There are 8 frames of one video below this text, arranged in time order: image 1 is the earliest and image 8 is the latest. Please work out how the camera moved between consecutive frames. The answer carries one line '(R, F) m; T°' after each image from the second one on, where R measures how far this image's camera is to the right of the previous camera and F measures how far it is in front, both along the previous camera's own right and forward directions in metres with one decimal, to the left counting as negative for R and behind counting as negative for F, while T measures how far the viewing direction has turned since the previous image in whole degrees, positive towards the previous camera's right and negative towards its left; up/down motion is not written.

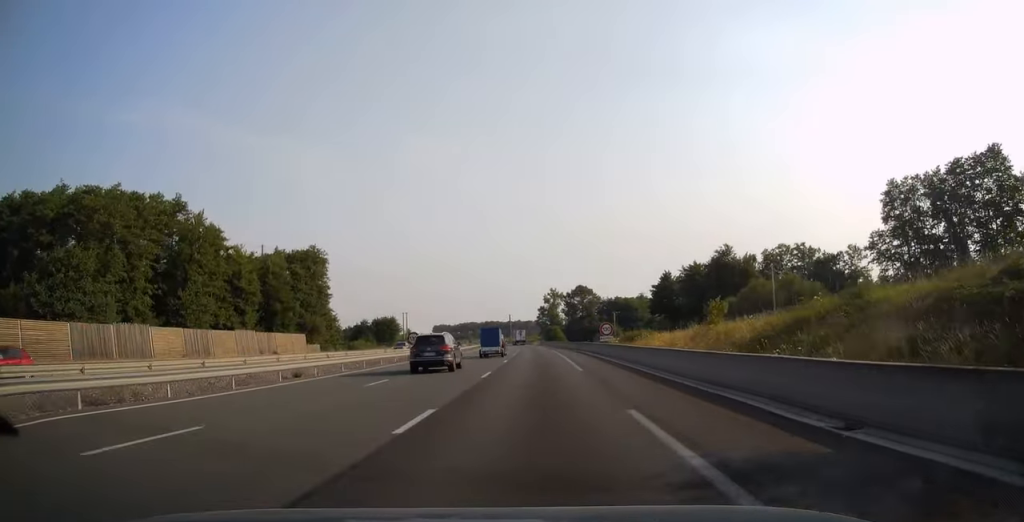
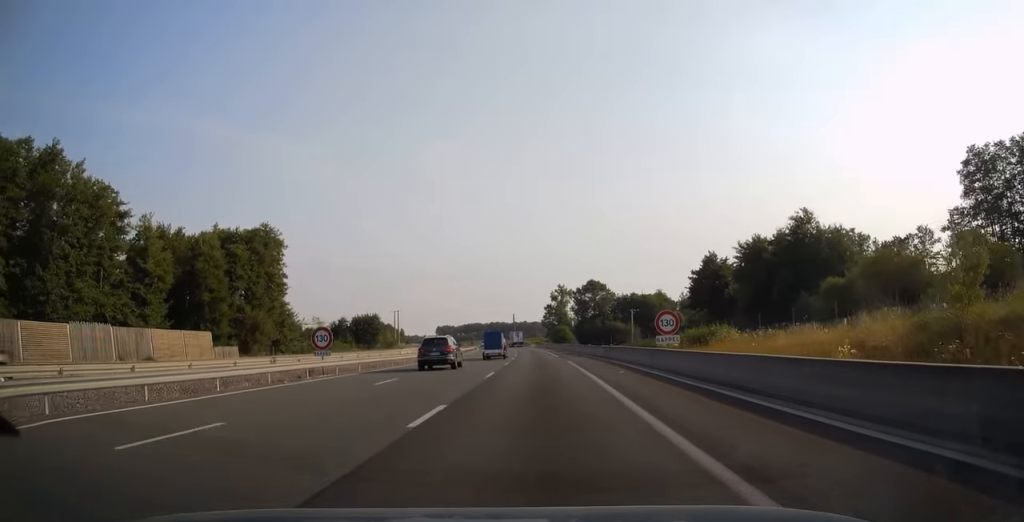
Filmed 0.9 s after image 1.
(-0.1, +25.5) m; -1°
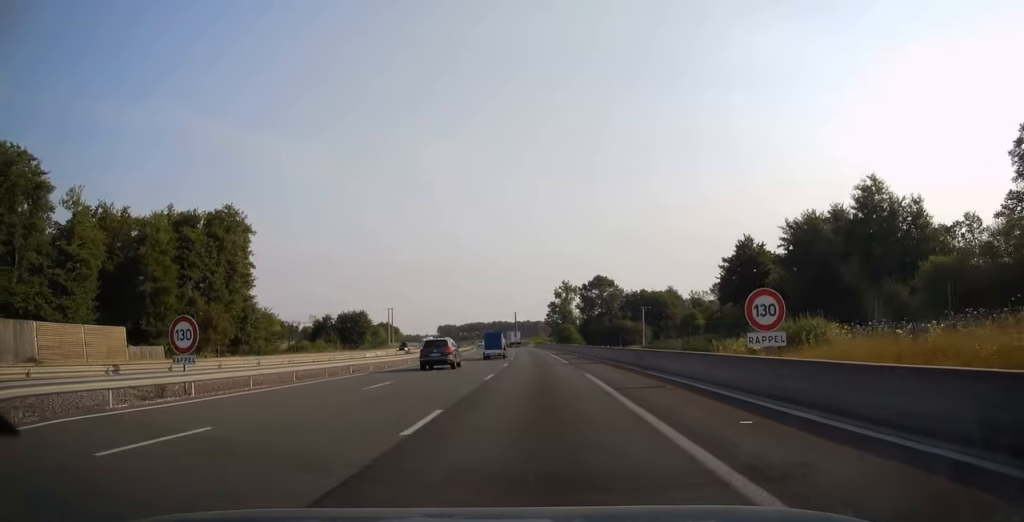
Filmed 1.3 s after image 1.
(0.0, +13.7) m; 0°
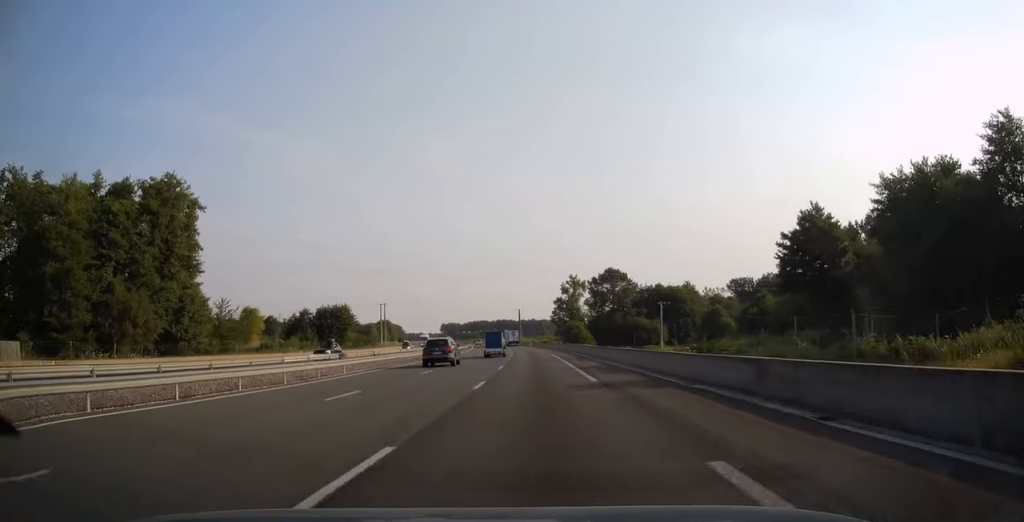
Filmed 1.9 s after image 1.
(-0.1, +17.2) m; -1°
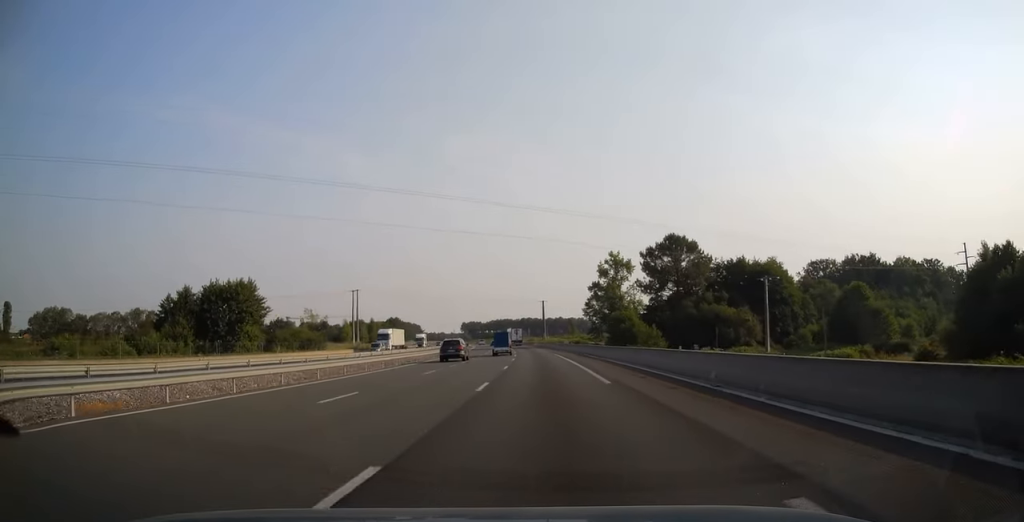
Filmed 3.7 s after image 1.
(-1.1, +53.4) m; -3°
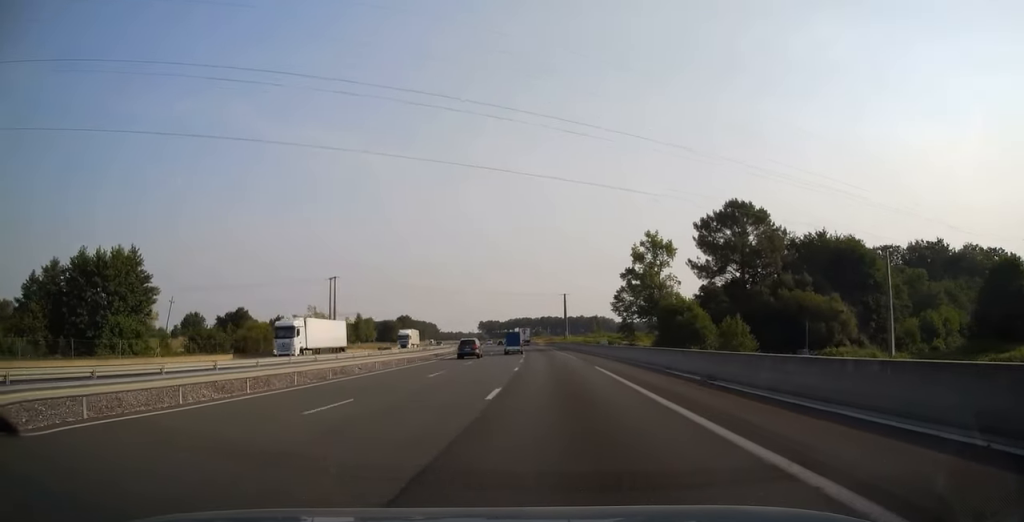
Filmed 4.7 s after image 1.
(-0.4, +28.3) m; -2°
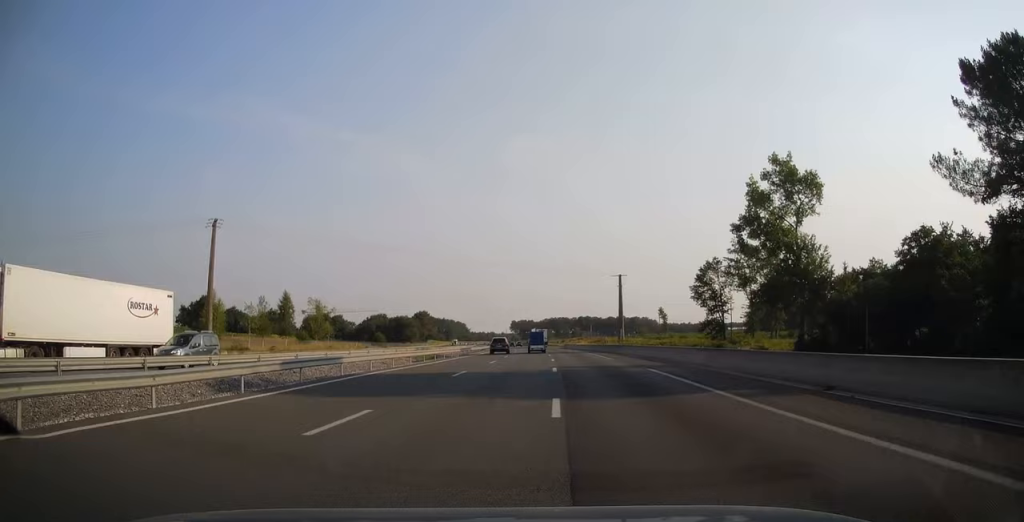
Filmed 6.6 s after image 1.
(-1.5, +55.6) m; -3°
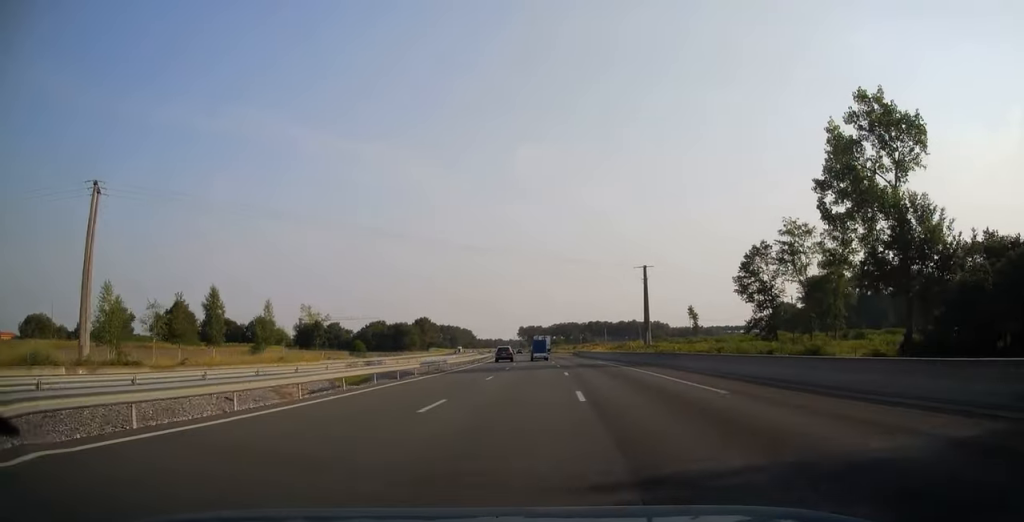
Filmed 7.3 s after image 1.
(-0.1, +21.5) m; -1°
